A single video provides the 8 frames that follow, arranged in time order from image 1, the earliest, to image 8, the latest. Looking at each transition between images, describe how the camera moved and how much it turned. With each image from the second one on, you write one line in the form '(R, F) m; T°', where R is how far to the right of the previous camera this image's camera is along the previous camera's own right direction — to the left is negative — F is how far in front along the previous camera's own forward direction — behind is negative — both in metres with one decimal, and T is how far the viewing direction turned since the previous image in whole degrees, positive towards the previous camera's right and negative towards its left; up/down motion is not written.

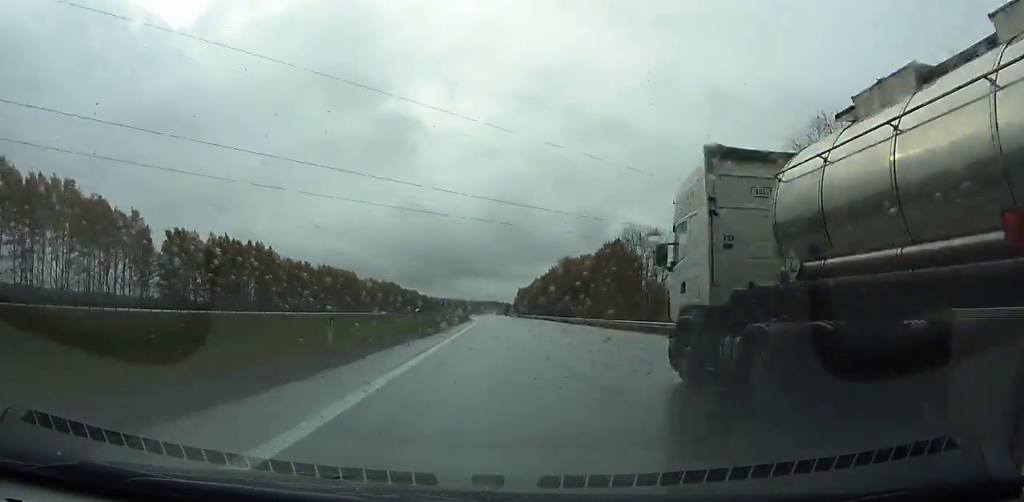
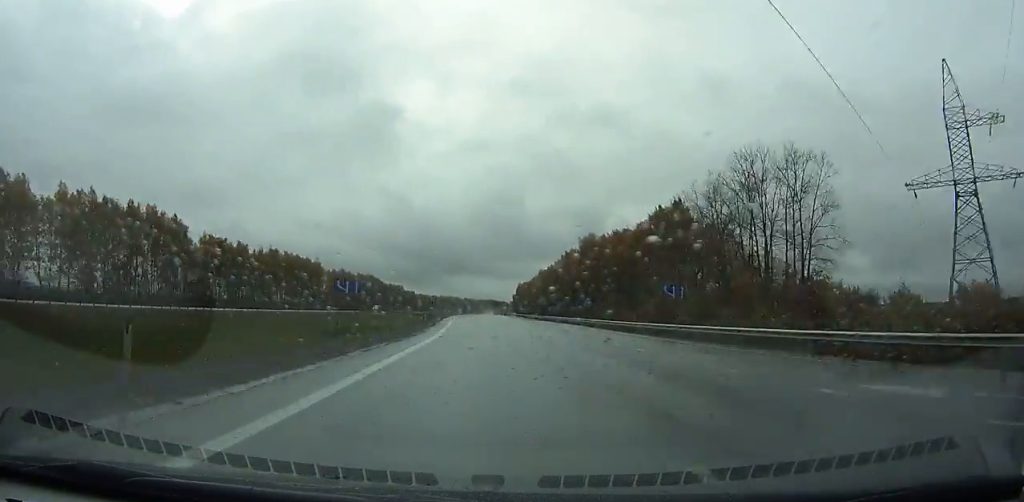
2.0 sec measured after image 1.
(+0.1, +55.8) m; +1°
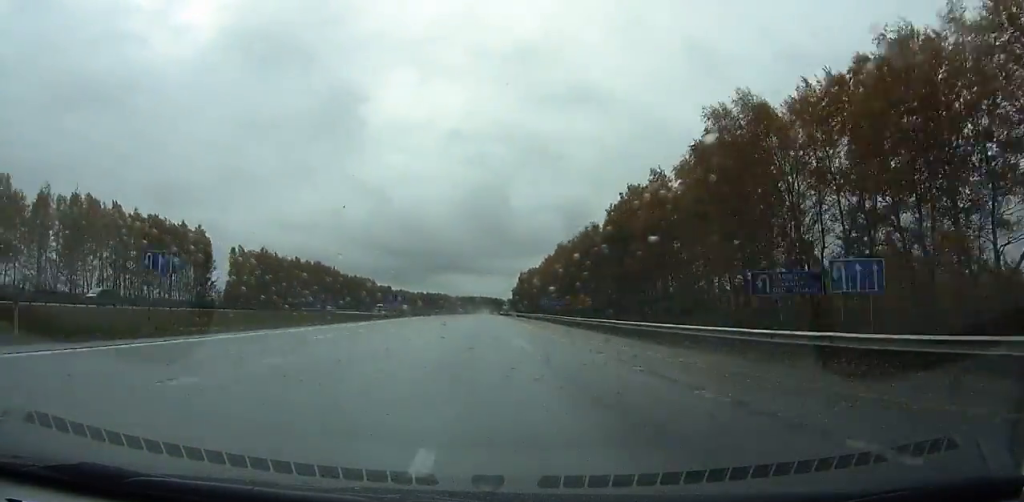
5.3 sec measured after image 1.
(+1.1, +91.9) m; 0°
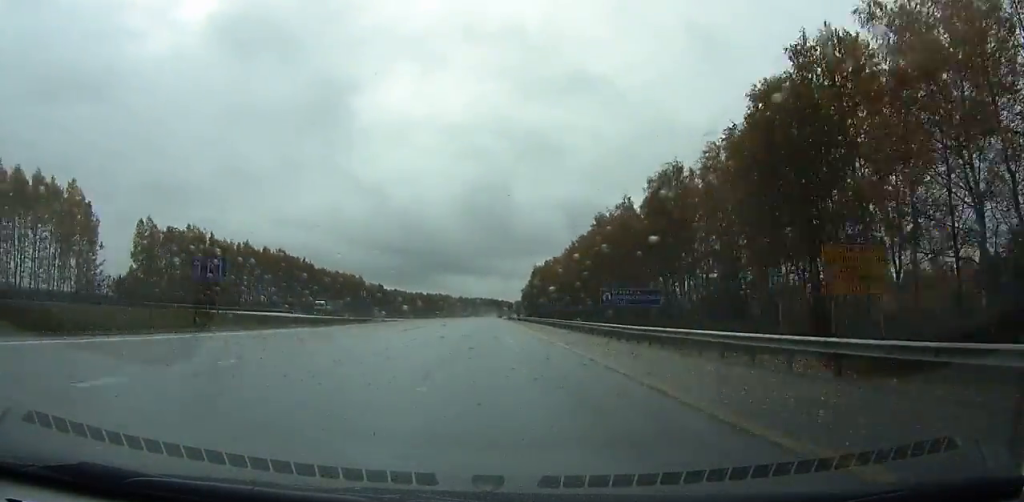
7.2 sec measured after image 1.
(+0.5, +53.1) m; -1°
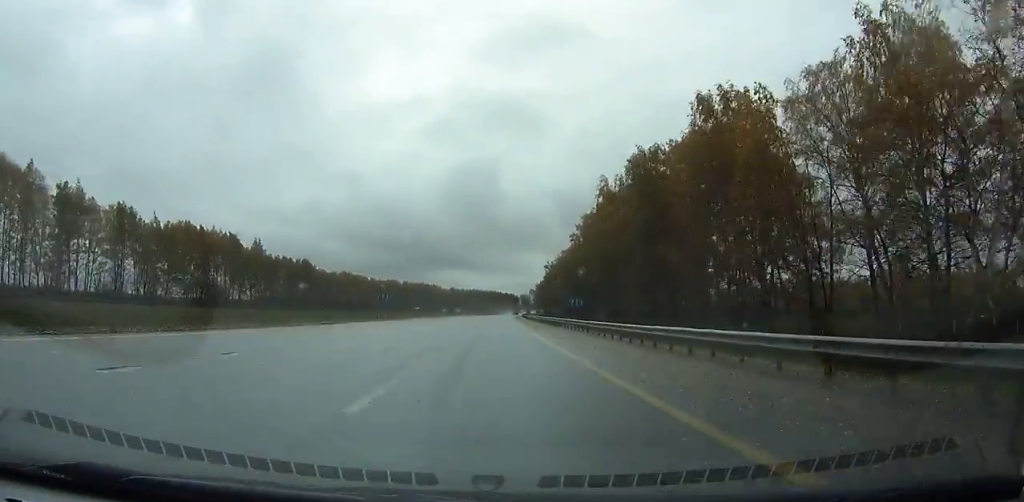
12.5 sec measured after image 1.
(-2.7, +150.0) m; 0°
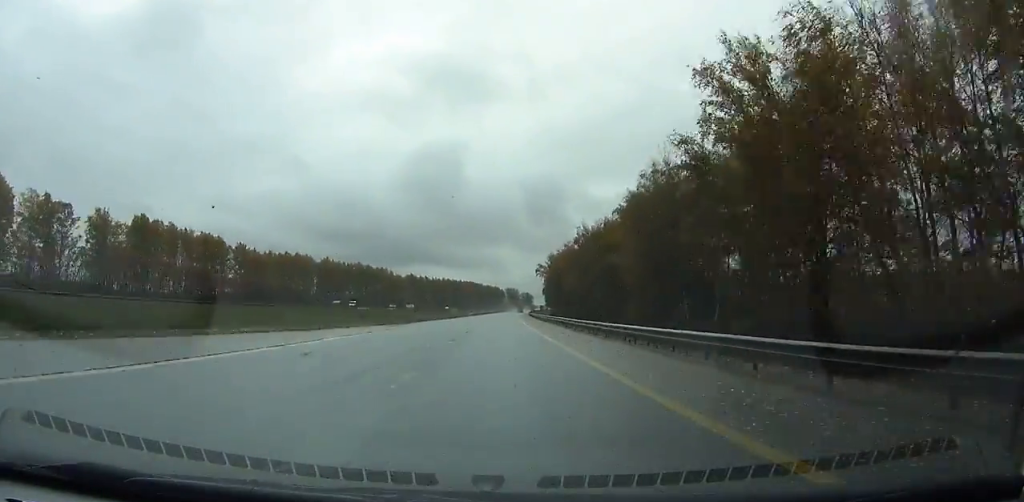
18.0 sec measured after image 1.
(+2.7, +154.2) m; +2°
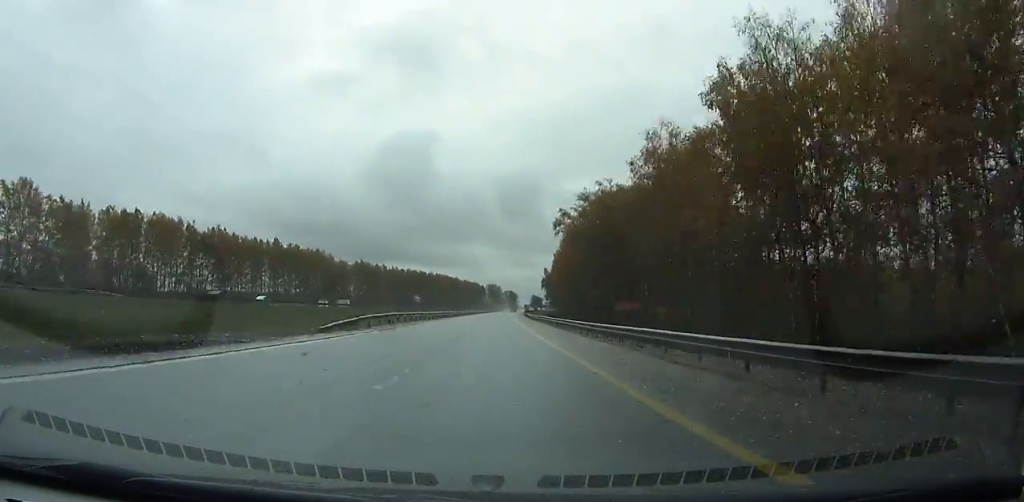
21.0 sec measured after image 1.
(+1.1, +83.6) m; +1°
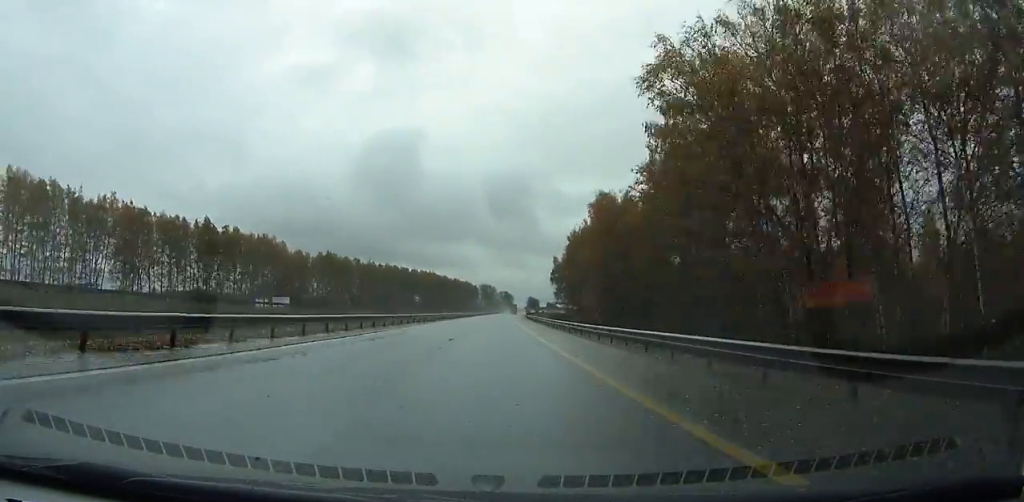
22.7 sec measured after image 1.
(+0.2, +47.3) m; +1°
